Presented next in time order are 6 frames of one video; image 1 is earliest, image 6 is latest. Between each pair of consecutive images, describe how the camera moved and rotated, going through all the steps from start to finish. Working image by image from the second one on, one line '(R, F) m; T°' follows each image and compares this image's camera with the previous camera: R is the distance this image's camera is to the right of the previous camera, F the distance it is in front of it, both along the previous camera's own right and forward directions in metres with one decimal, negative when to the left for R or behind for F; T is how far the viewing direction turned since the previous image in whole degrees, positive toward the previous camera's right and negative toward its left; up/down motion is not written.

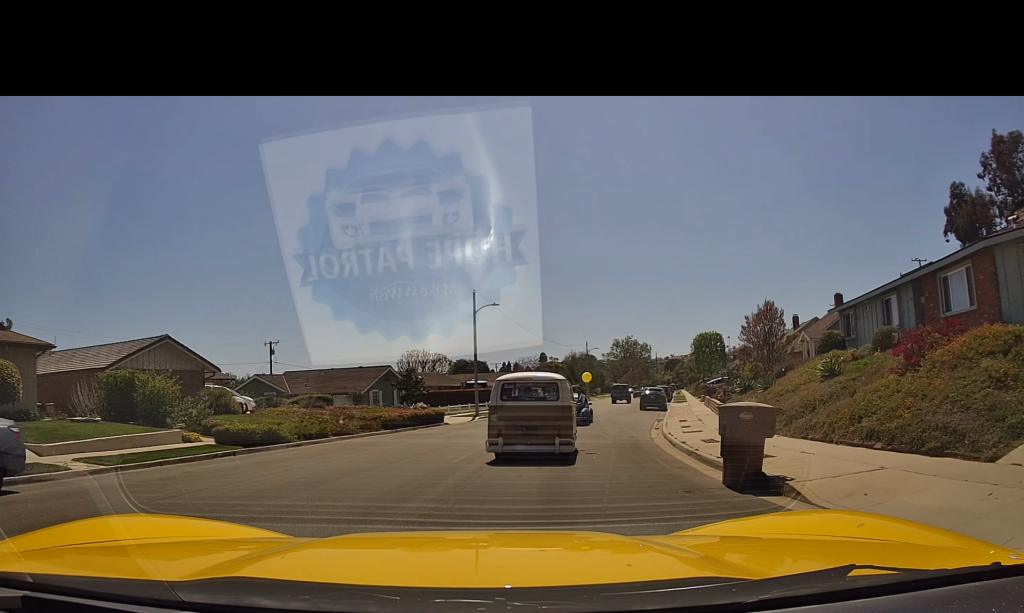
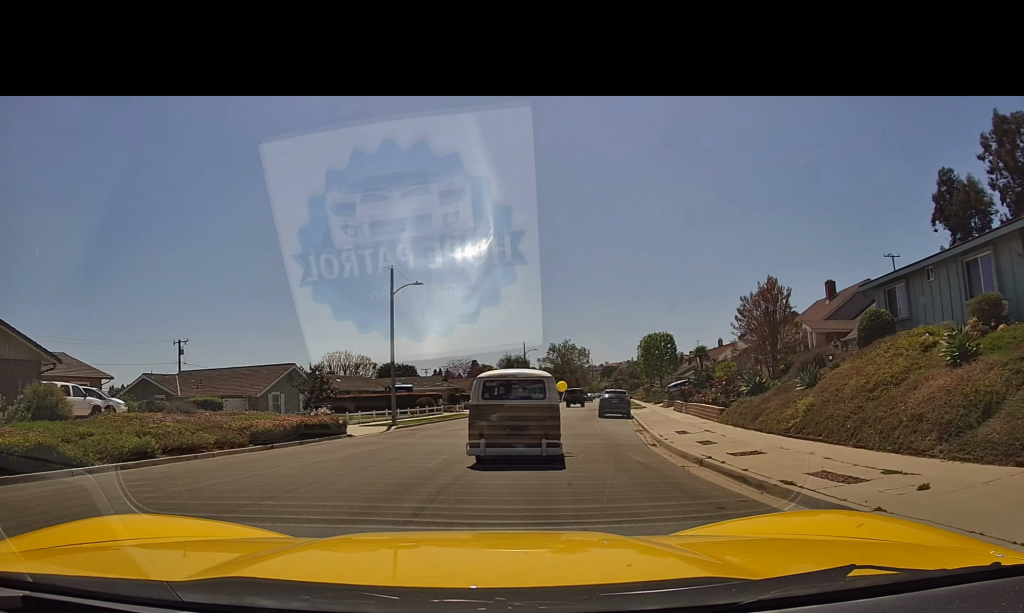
(+0.4, +9.3) m; -1°
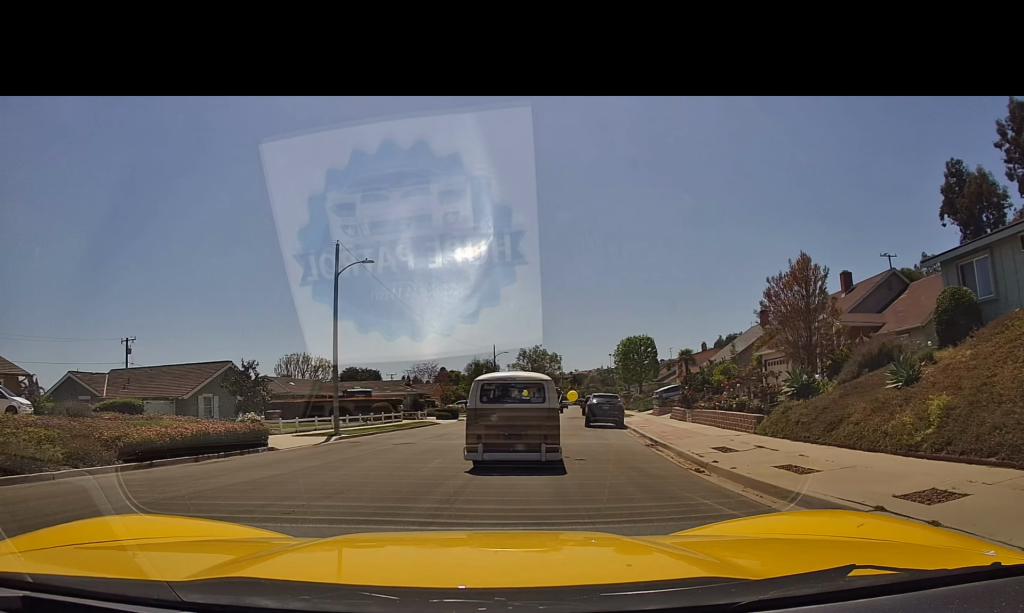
(+0.6, +6.5) m; +6°
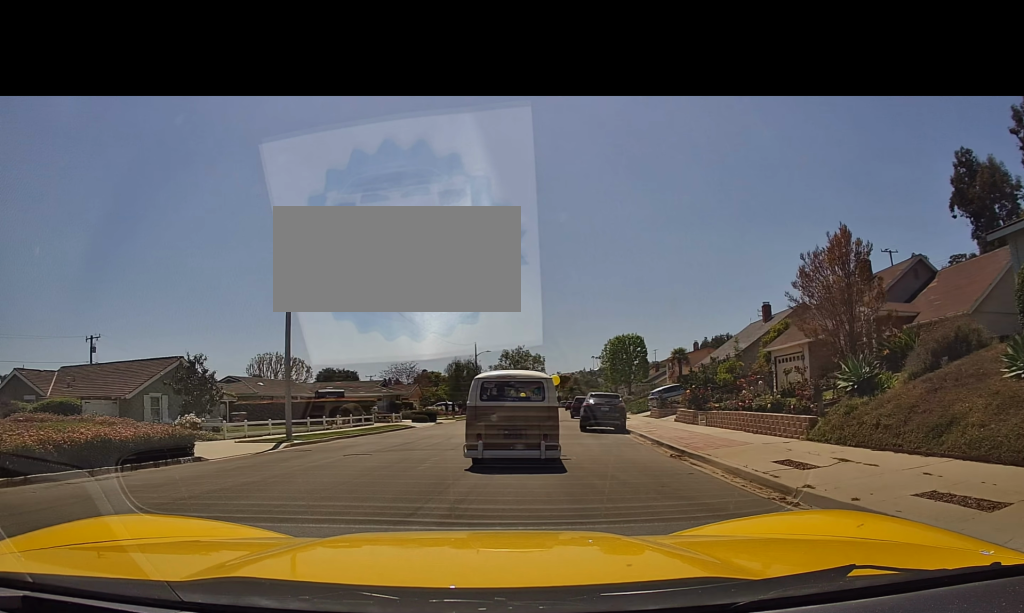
(-0.3, +4.2) m; -1°
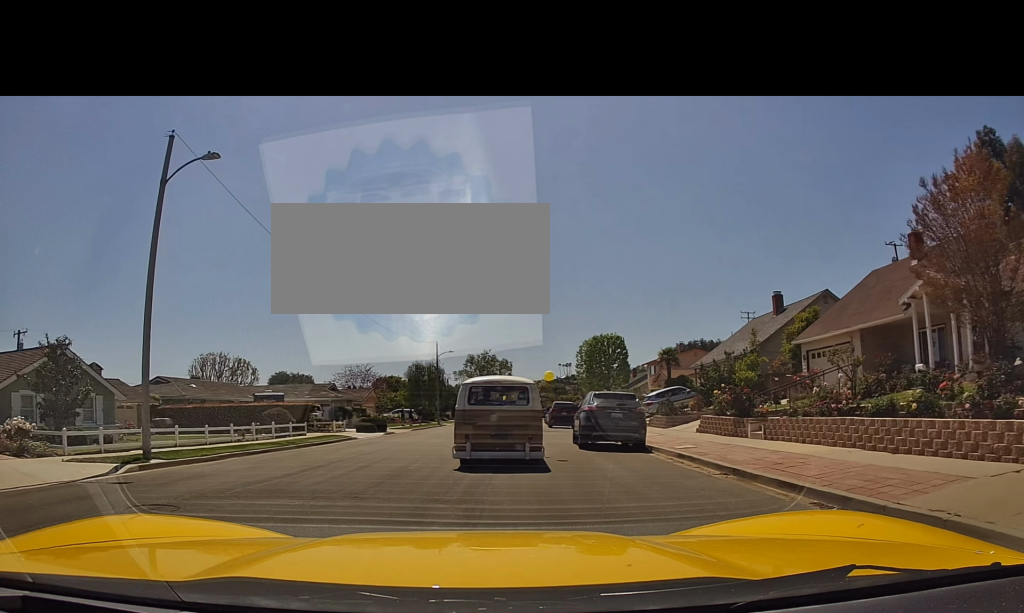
(+1.3, +8.4) m; +7°
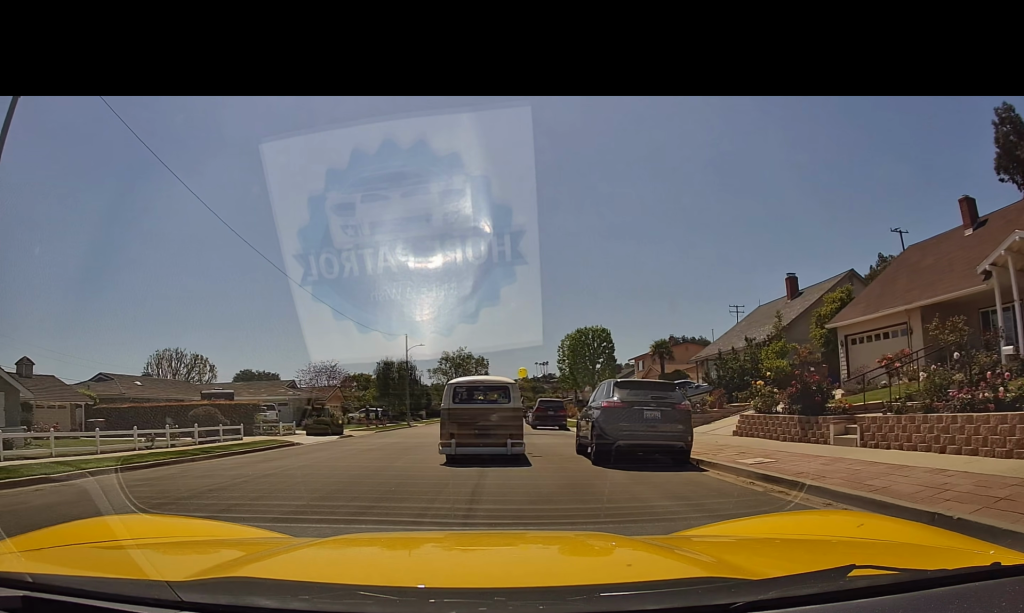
(-1.2, +5.5) m; -1°
